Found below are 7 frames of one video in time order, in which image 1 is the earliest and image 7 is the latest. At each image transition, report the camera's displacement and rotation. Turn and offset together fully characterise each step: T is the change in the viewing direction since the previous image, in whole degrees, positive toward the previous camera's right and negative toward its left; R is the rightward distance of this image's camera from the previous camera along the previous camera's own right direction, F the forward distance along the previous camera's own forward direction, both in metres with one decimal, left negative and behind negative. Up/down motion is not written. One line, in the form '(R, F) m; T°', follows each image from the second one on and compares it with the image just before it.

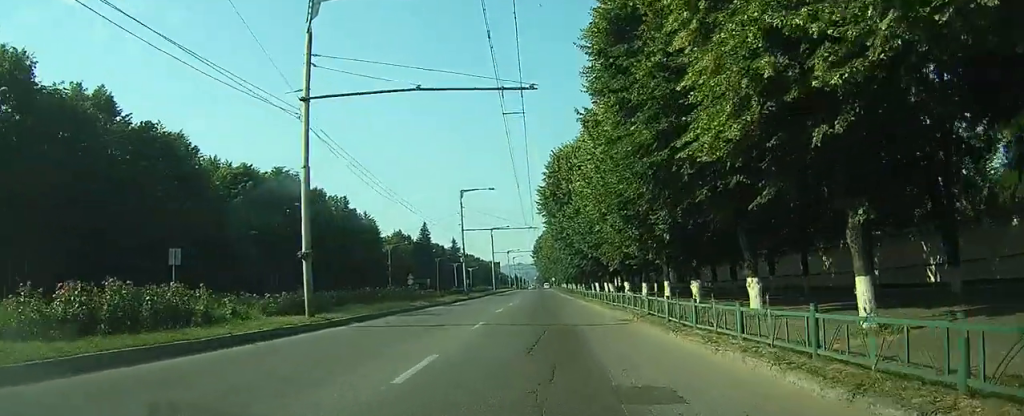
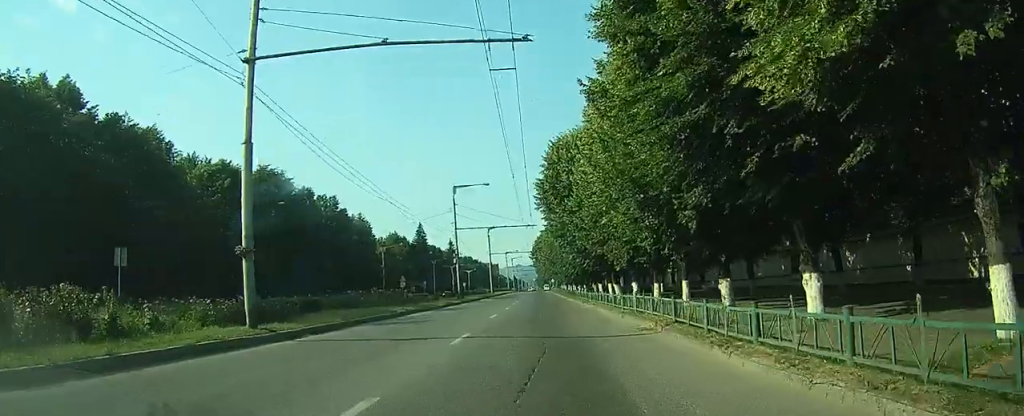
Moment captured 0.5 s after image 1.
(+0.2, +0.3) m; +1°
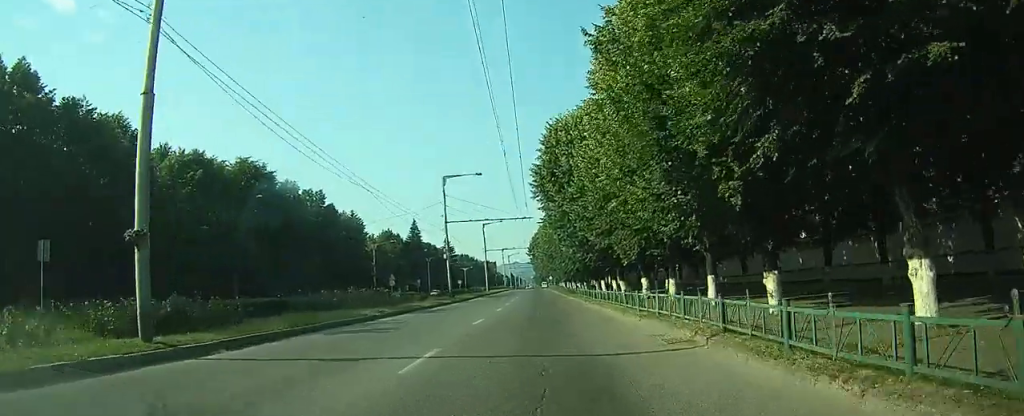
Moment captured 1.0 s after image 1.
(+0.1, +1.6) m; +1°
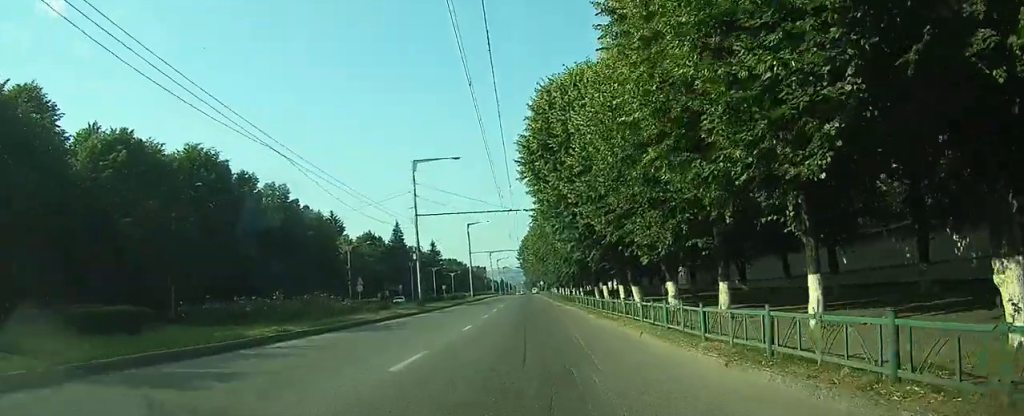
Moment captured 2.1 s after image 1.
(-0.3, +9.6) m; -1°
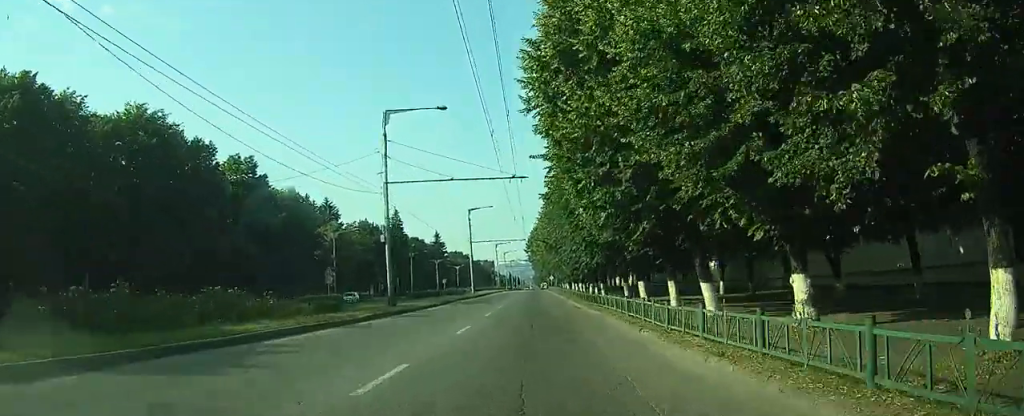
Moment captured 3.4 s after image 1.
(+0.1, +12.7) m; -1°
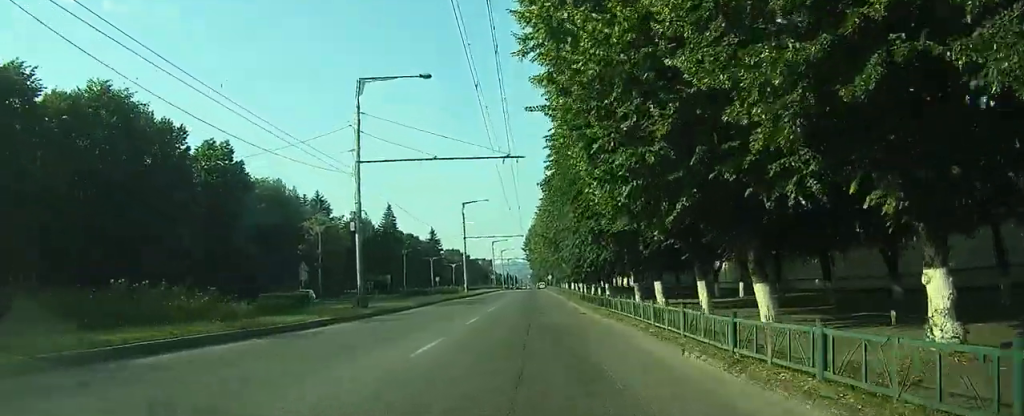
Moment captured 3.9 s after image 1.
(-0.1, +5.2) m; -1°
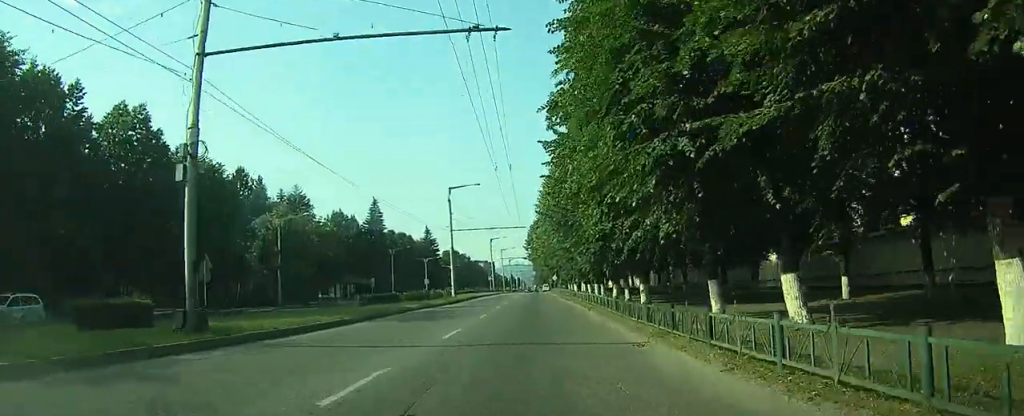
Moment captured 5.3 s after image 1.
(+0.2, +13.4) m; +2°
